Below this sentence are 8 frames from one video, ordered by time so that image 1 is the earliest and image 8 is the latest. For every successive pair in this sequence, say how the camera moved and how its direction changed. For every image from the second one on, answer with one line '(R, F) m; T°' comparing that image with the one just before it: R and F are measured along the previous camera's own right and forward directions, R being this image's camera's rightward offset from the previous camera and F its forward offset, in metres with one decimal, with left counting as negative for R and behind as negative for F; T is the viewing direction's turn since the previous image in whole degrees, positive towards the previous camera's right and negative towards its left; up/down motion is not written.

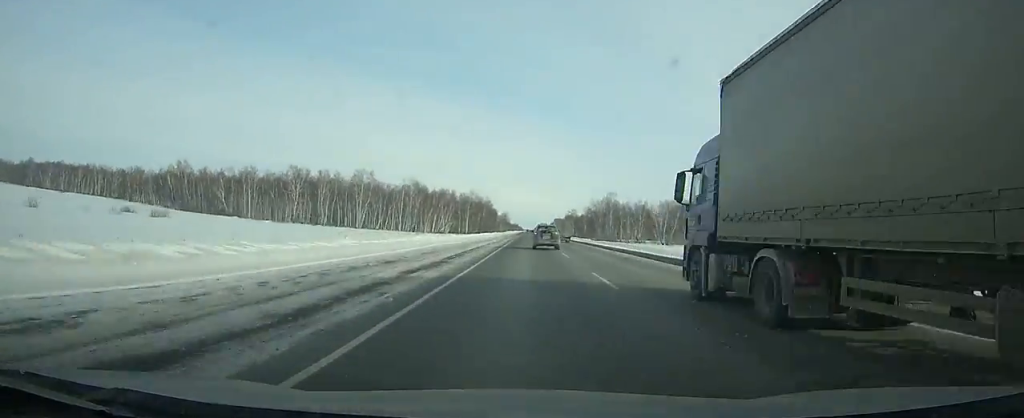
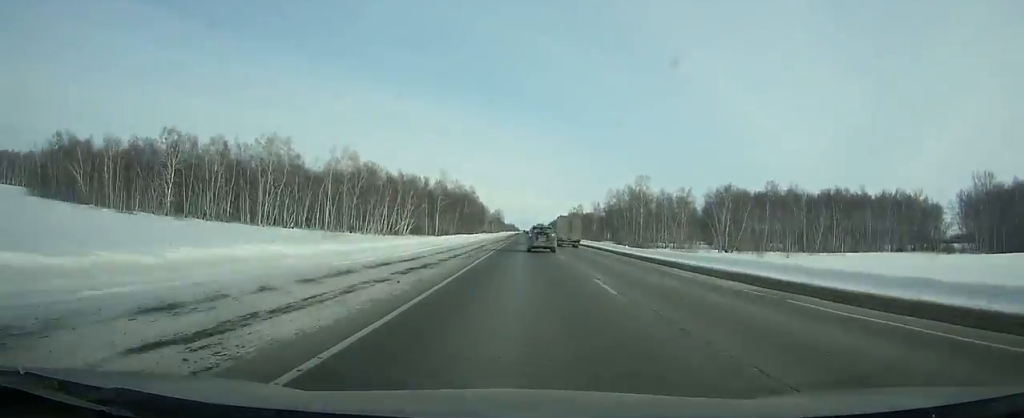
(+0.1, +65.6) m; 0°
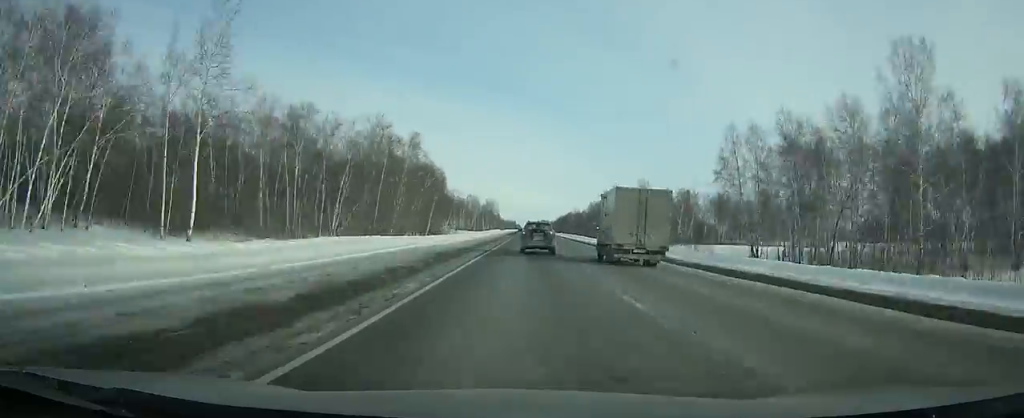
(+0.9, +114.2) m; 0°
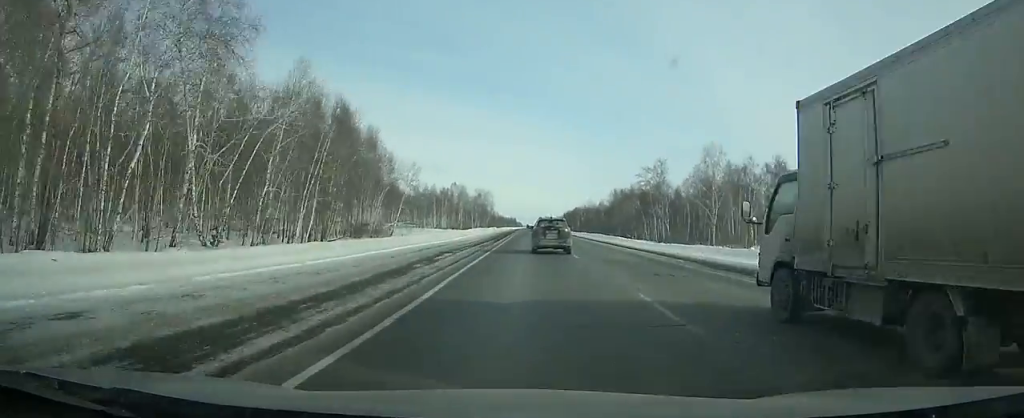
(0.0, +66.4) m; 0°
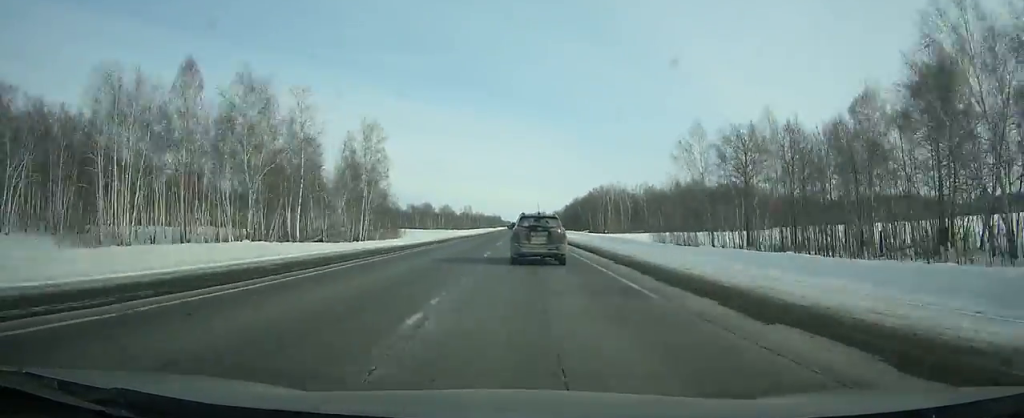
(+2.0, +178.7) m; +1°
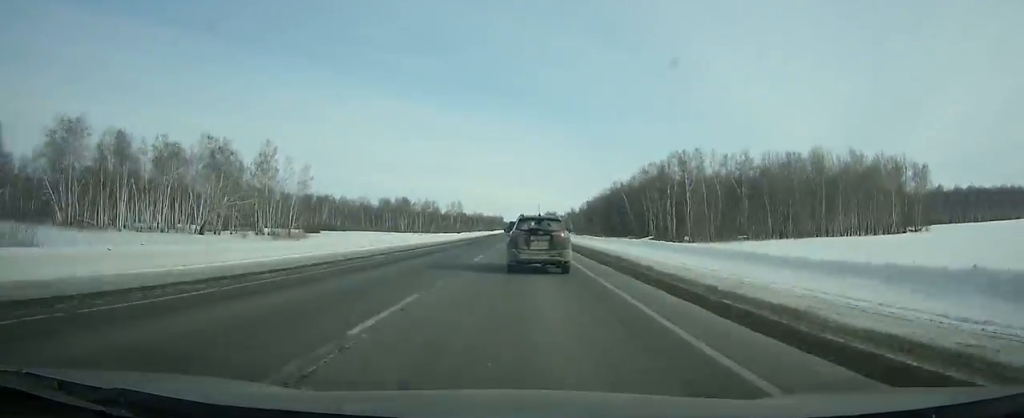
(-1.1, +96.6) m; -1°
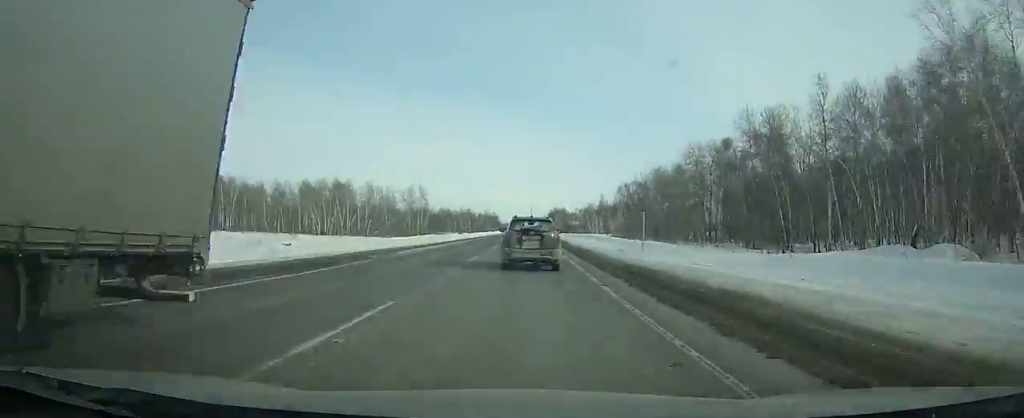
(-0.5, +114.7) m; 0°
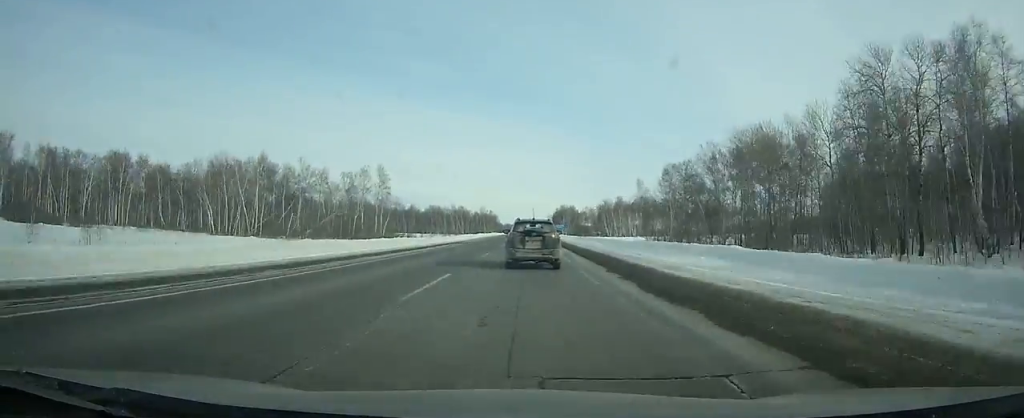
(+0.1, +58.8) m; 0°
